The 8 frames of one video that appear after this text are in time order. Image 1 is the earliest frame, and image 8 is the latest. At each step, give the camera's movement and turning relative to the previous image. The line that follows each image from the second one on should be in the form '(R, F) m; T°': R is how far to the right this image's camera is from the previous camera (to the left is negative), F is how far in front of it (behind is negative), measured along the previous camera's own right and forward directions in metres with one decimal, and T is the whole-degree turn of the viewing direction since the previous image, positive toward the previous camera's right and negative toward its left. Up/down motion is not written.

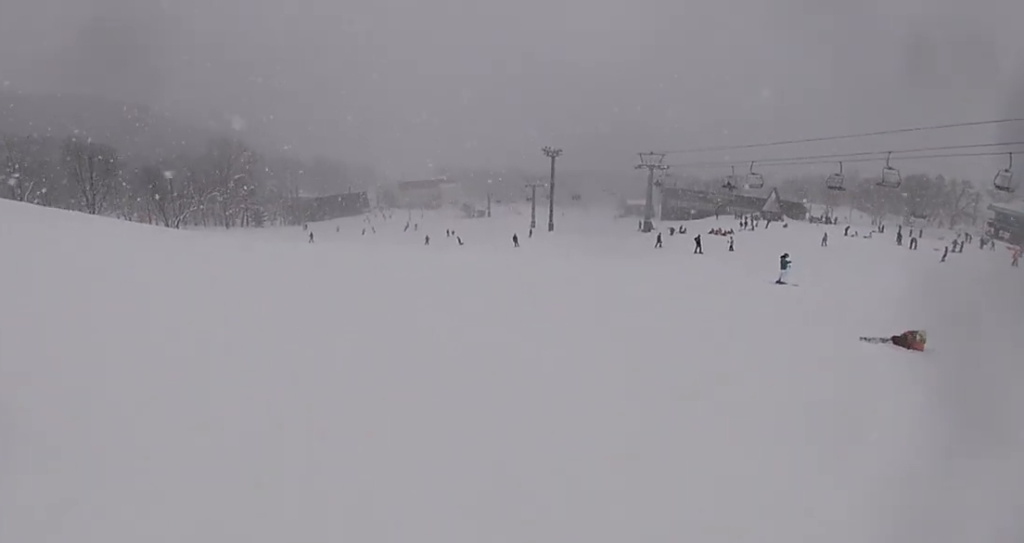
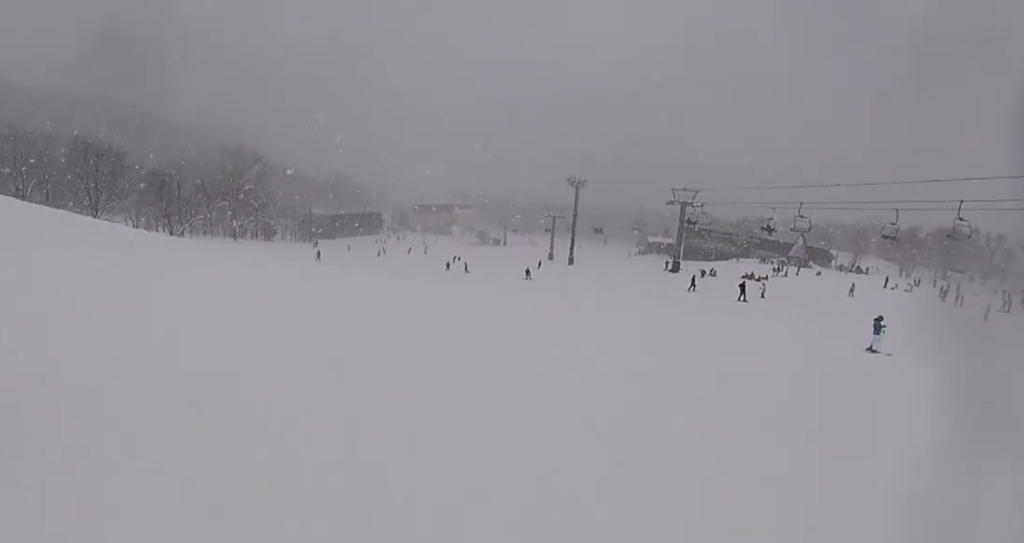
(-0.1, +5.9) m; -2°
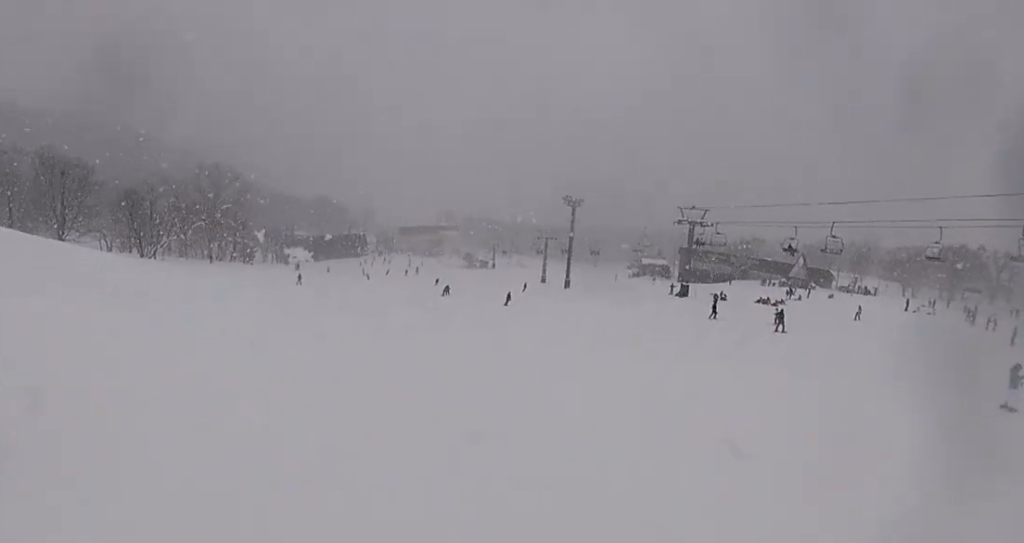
(-0.5, +7.5) m; 0°
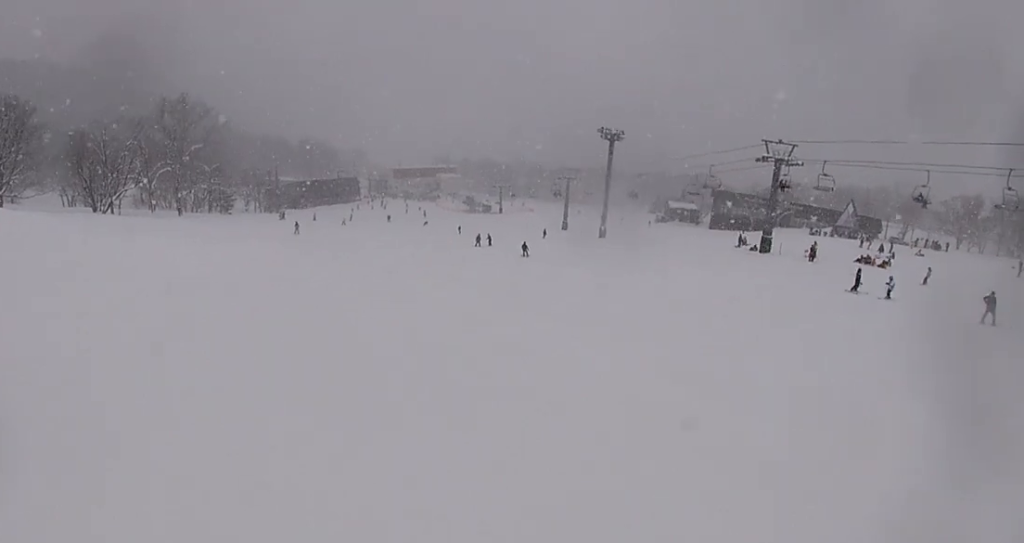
(0.0, +19.0) m; 0°
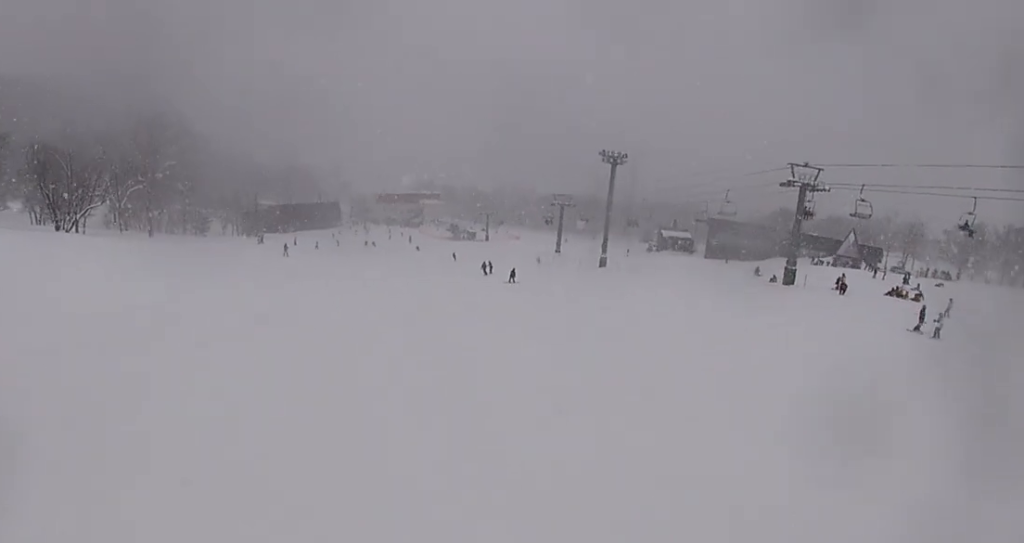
(+0.5, +7.5) m; -1°
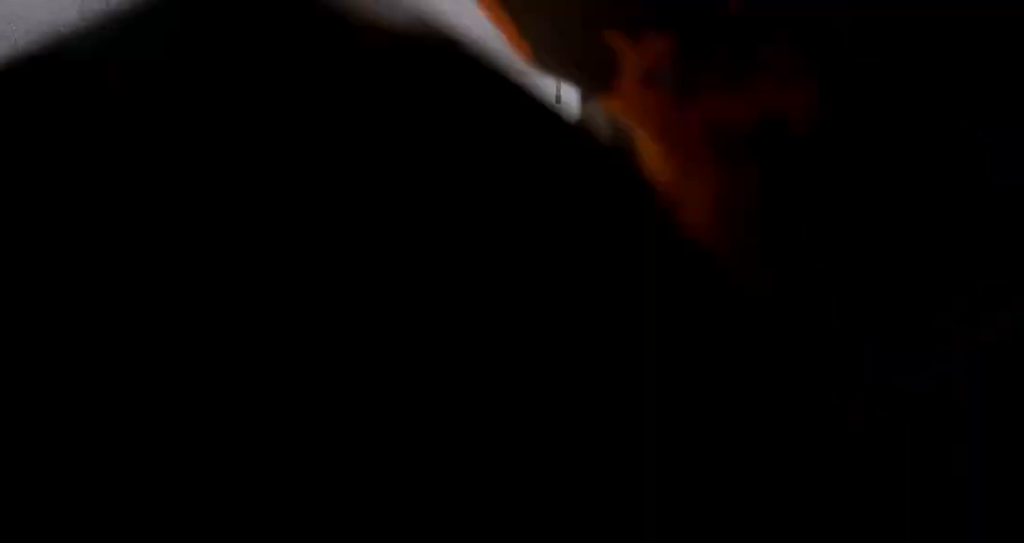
(-0.2, +5.7) m; 0°
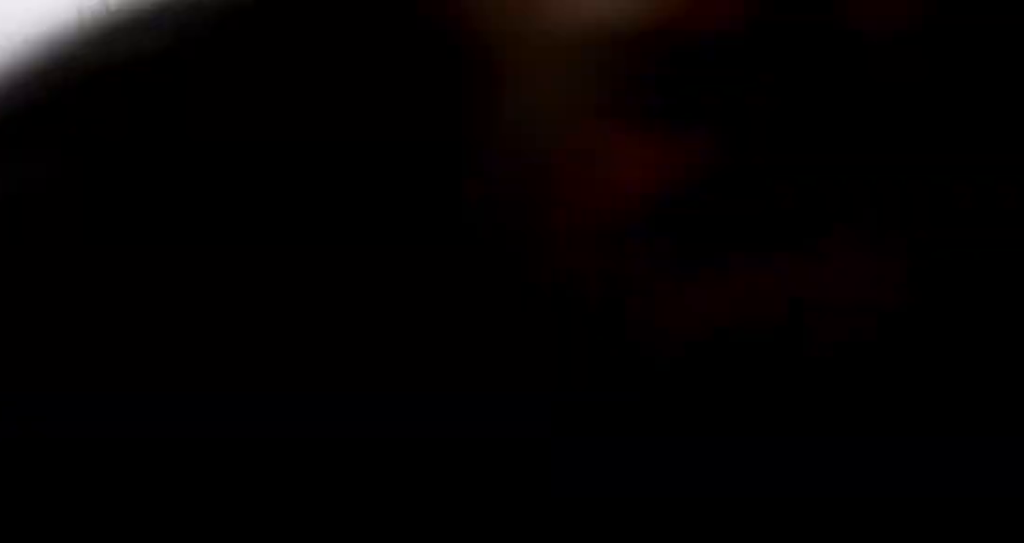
(-0.4, +4.7) m; 0°
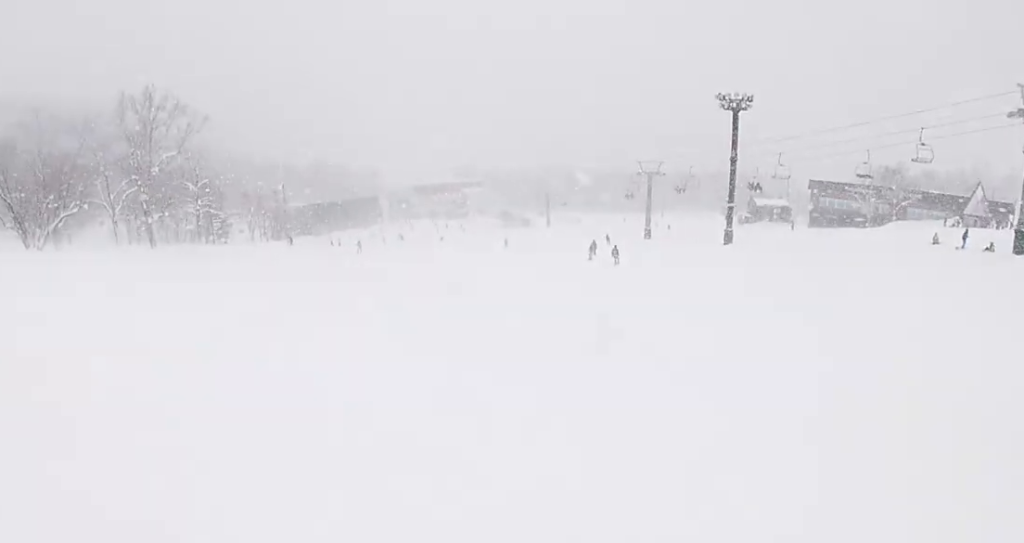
(+0.7, +10.9) m; +4°
